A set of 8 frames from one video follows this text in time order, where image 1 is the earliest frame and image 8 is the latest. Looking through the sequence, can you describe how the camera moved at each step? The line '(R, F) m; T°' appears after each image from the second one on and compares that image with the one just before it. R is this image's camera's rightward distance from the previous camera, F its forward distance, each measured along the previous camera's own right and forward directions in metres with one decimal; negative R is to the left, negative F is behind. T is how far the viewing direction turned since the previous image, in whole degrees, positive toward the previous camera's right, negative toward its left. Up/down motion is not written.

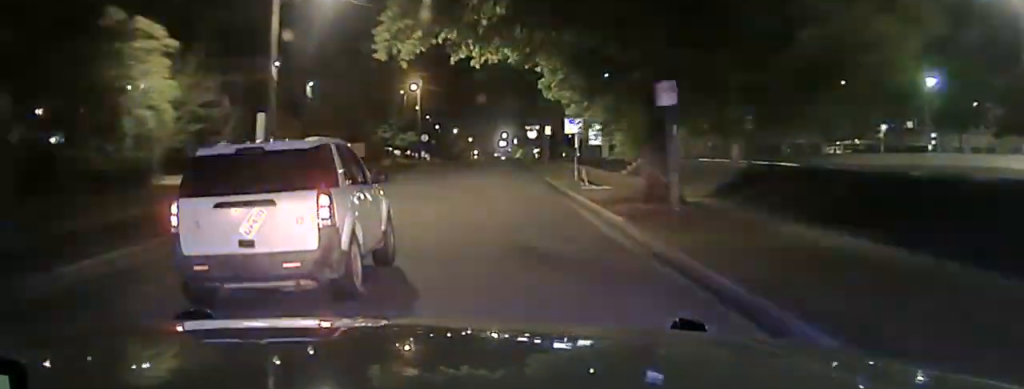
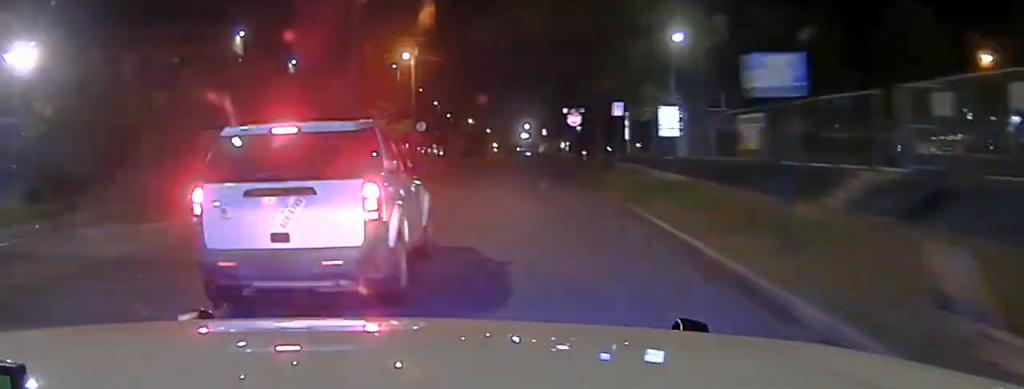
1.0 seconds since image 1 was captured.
(-0.2, +24.4) m; 0°
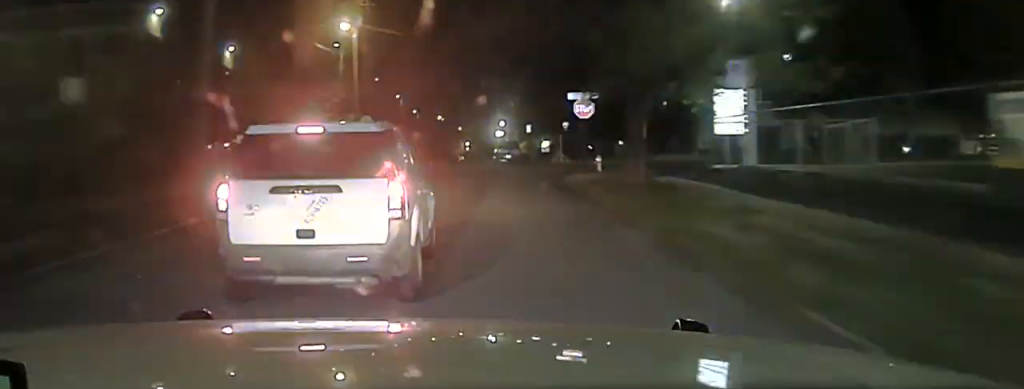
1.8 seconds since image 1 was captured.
(+0.1, +16.2) m; +1°
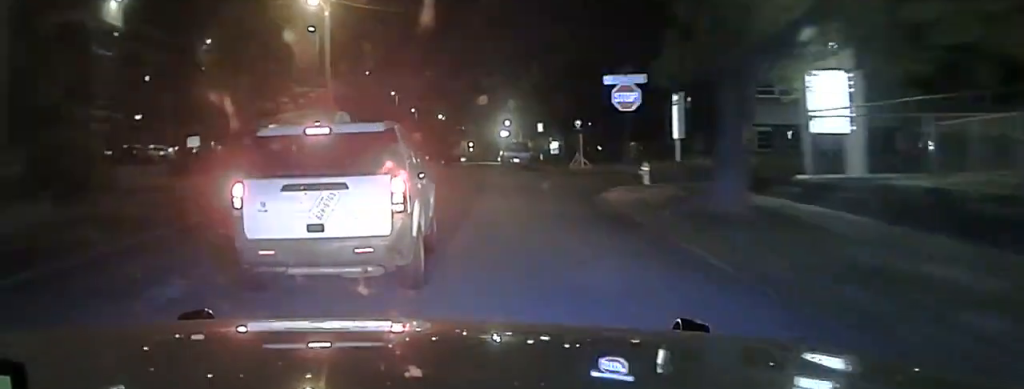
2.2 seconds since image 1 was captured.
(0.0, +9.3) m; 0°
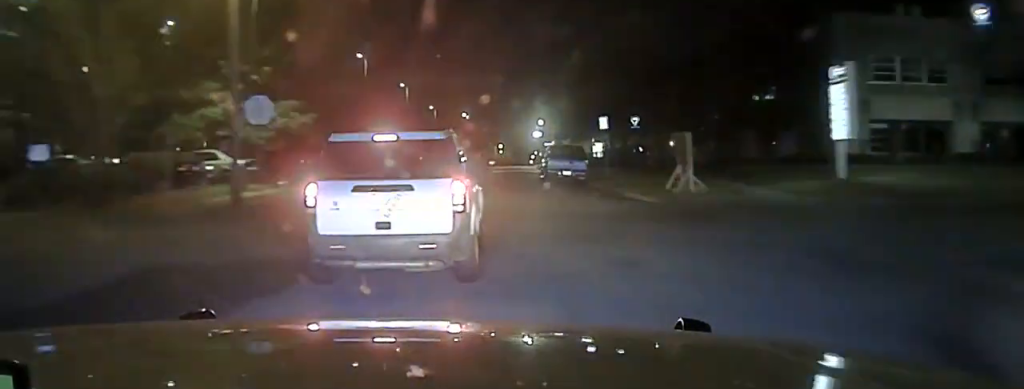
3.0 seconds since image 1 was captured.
(+0.1, +17.0) m; -1°
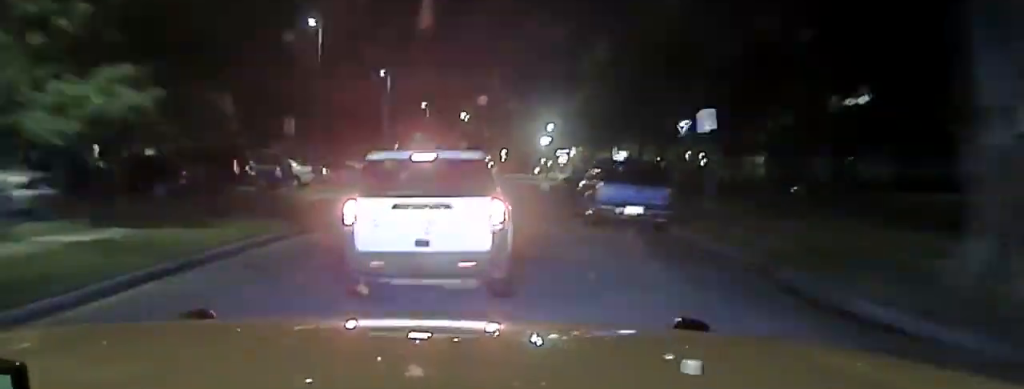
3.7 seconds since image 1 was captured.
(-0.3, +16.8) m; -1°
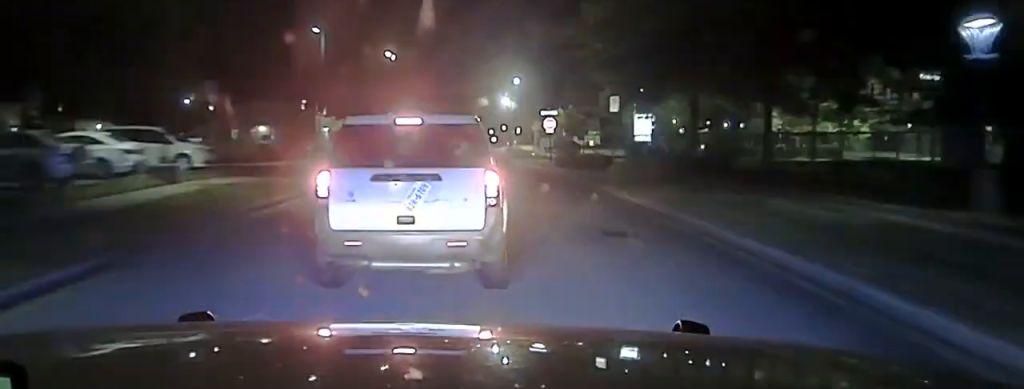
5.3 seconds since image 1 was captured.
(-0.5, +38.0) m; 0°
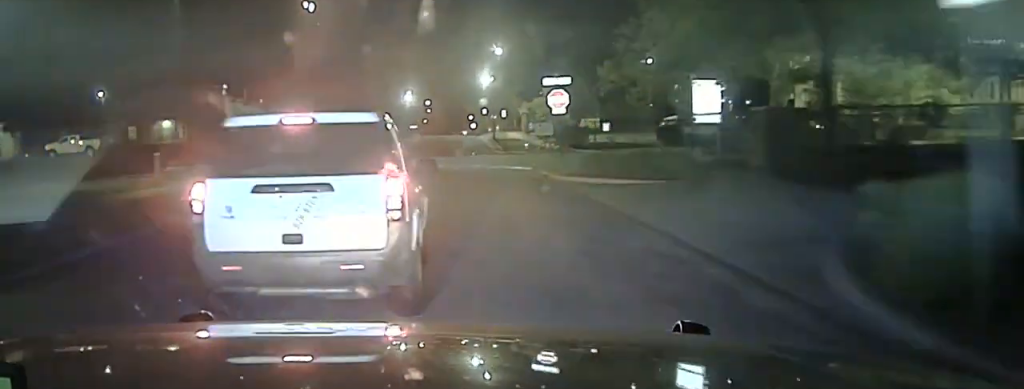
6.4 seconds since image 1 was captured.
(+0.4, +25.4) m; 0°
